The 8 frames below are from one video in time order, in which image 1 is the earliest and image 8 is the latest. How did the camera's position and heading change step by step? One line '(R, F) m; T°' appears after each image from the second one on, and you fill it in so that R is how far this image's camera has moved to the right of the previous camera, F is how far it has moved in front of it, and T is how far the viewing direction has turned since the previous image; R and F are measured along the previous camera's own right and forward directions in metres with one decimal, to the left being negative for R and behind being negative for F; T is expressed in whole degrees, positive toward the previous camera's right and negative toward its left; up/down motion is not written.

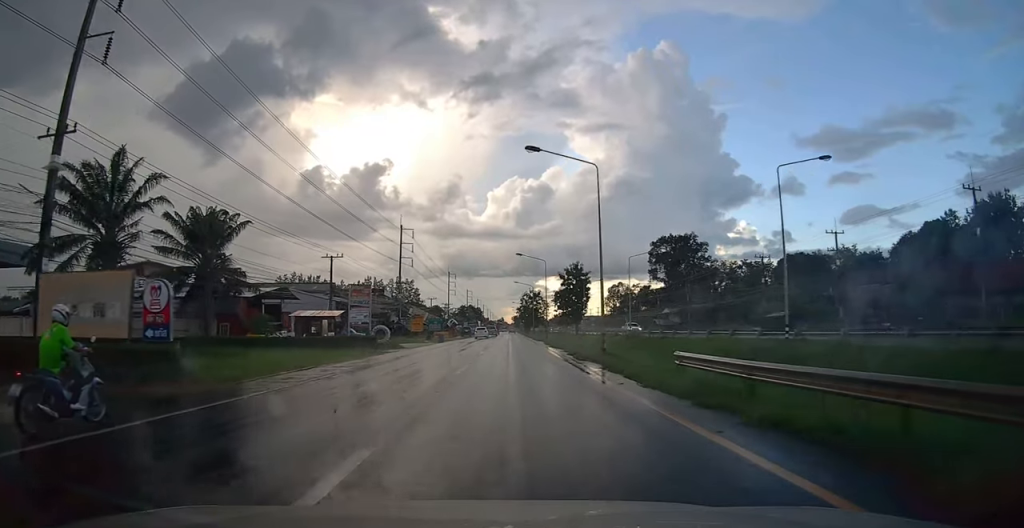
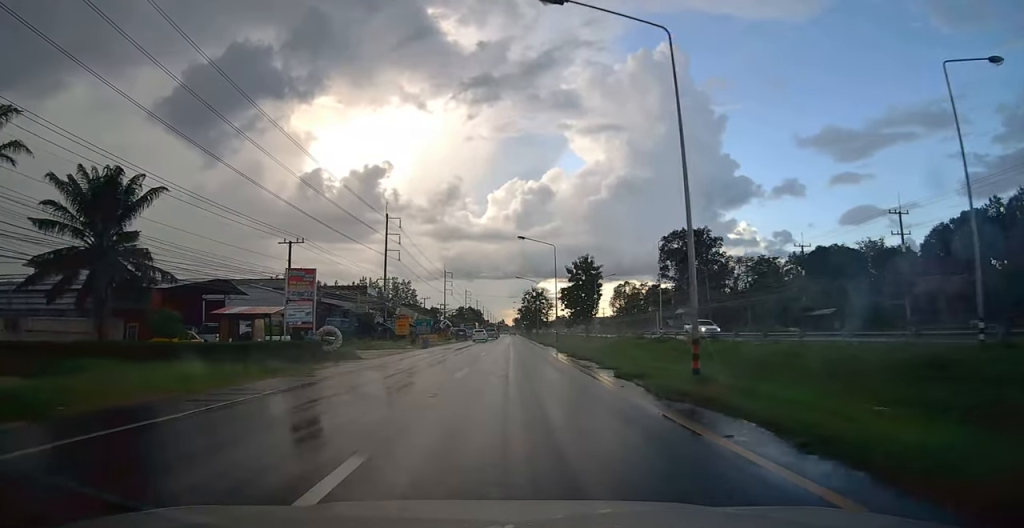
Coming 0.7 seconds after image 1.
(0.0, +12.3) m; 0°
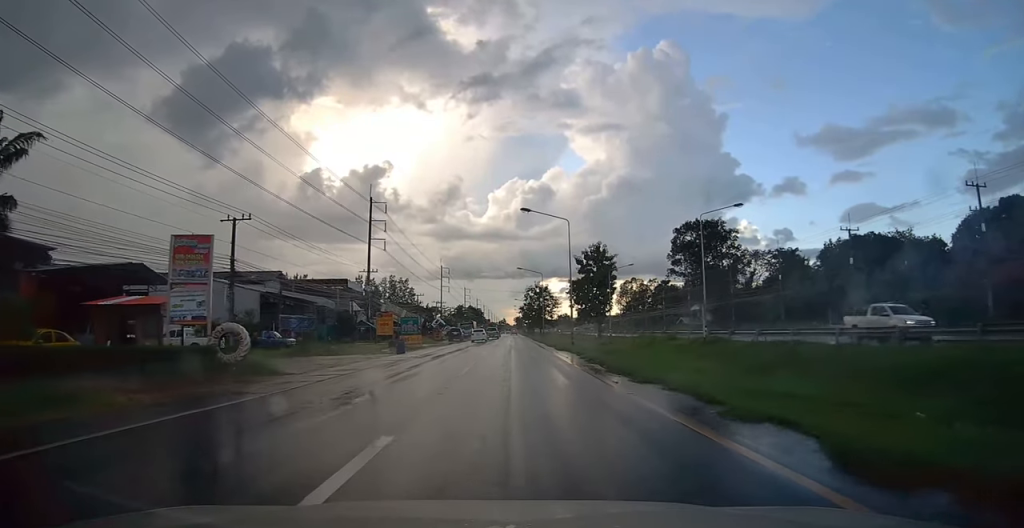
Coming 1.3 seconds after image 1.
(-0.1, +11.0) m; 0°
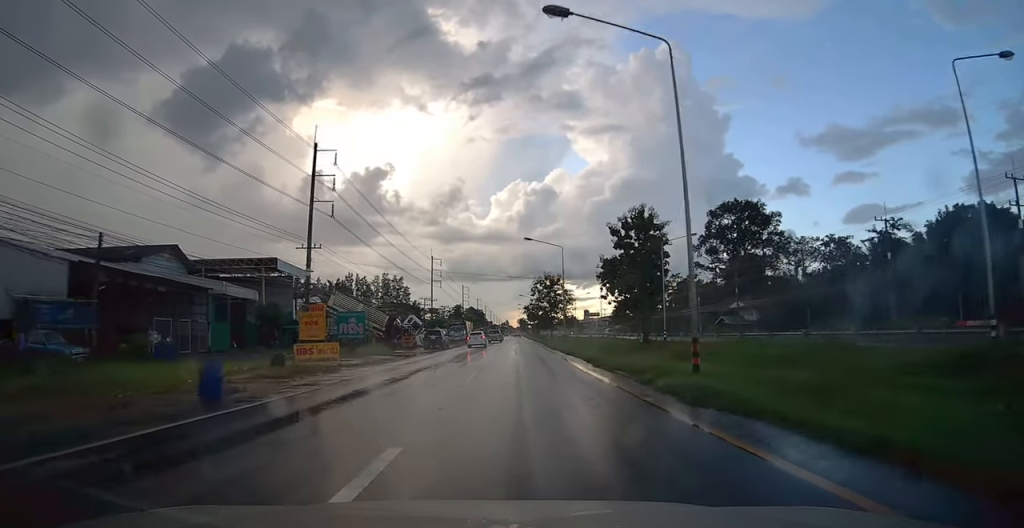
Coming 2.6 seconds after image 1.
(0.0, +24.6) m; 0°
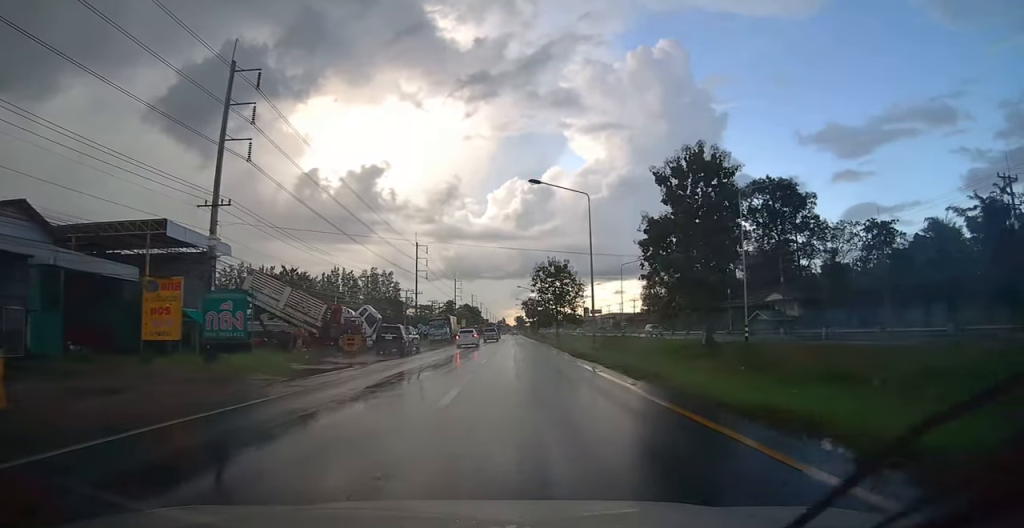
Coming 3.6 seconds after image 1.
(0.0, +17.8) m; 0°
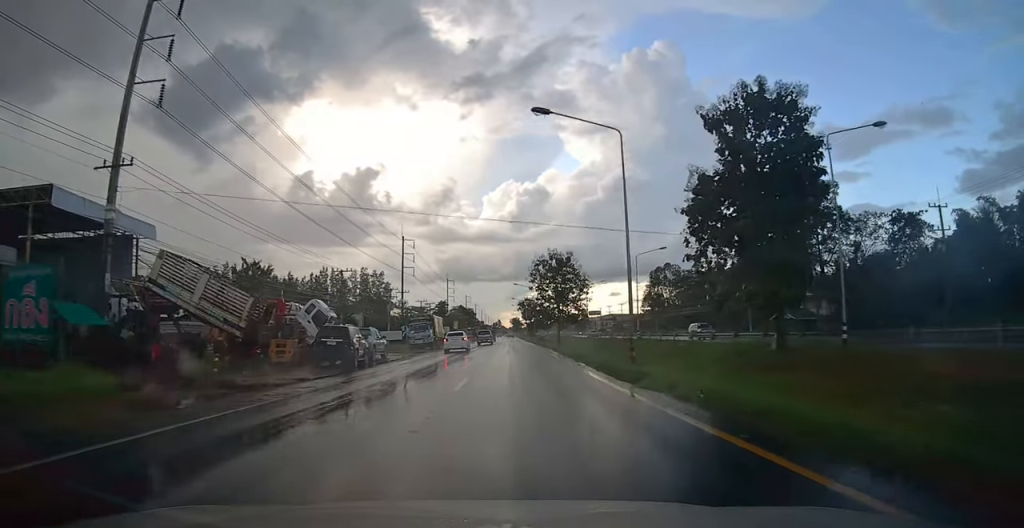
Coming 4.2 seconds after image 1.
(0.0, +10.5) m; 0°
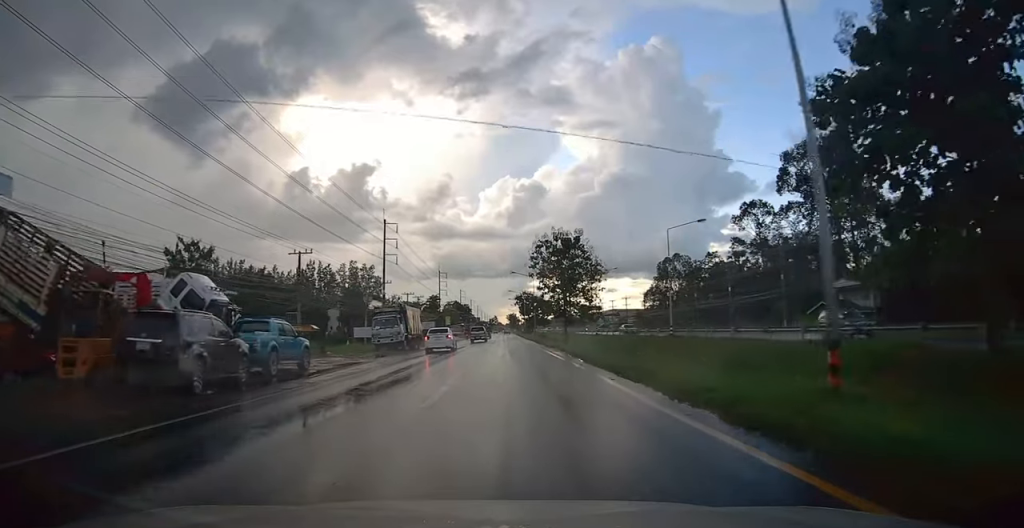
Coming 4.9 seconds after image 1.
(+0.1, +12.7) m; 0°
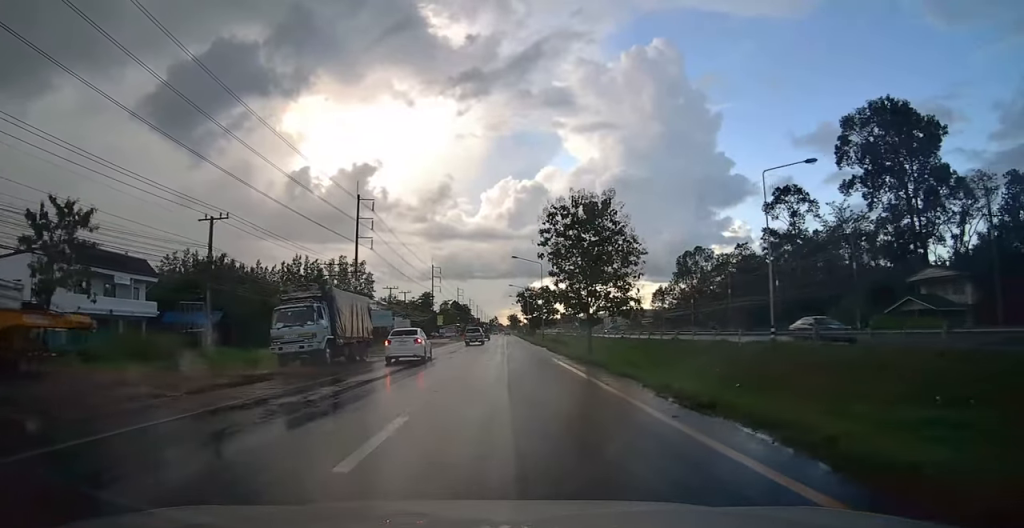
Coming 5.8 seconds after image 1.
(0.0, +17.2) m; 0°
